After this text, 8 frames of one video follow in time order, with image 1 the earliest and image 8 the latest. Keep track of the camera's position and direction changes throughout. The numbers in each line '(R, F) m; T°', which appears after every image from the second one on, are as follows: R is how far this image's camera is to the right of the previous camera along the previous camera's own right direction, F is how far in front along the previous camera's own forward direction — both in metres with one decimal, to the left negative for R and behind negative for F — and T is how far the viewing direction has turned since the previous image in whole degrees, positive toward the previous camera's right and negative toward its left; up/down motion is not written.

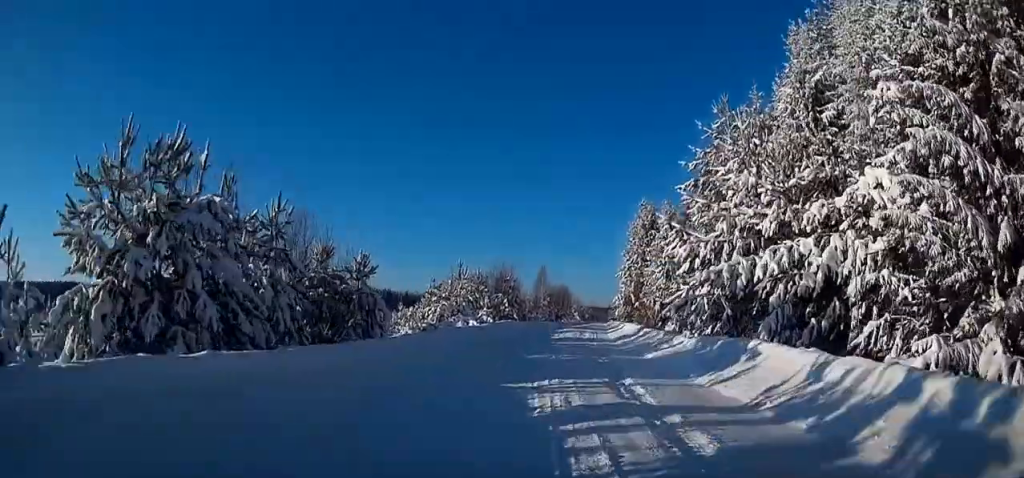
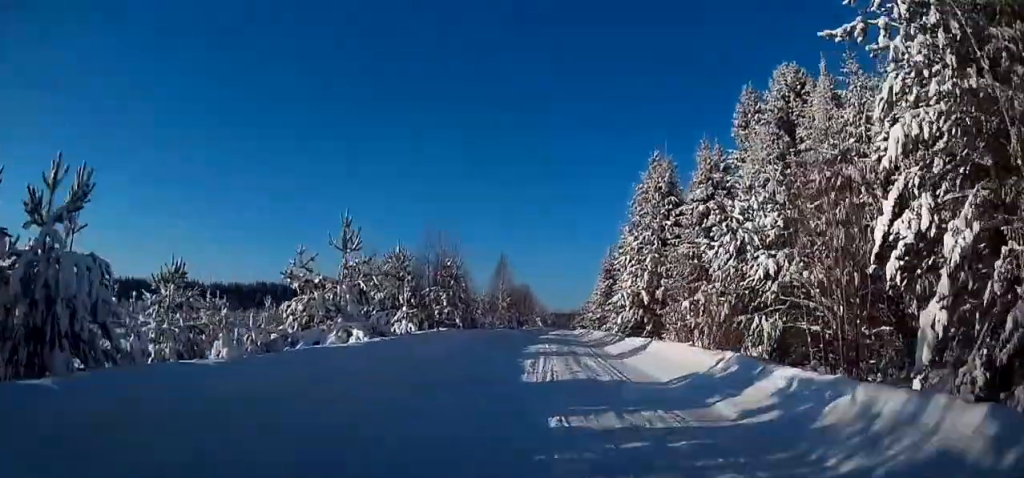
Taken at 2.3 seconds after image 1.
(+0.6, +21.5) m; +7°
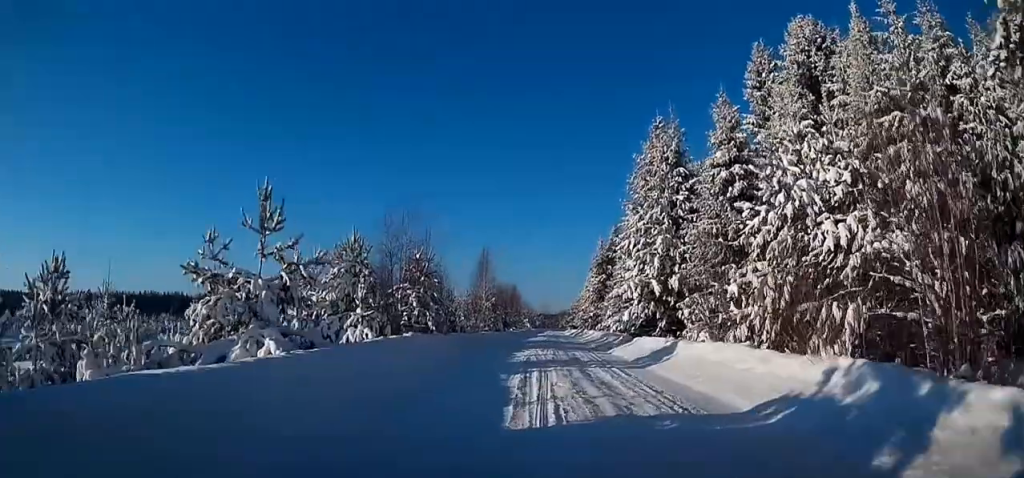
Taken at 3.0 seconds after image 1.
(+0.2, +6.7) m; +6°
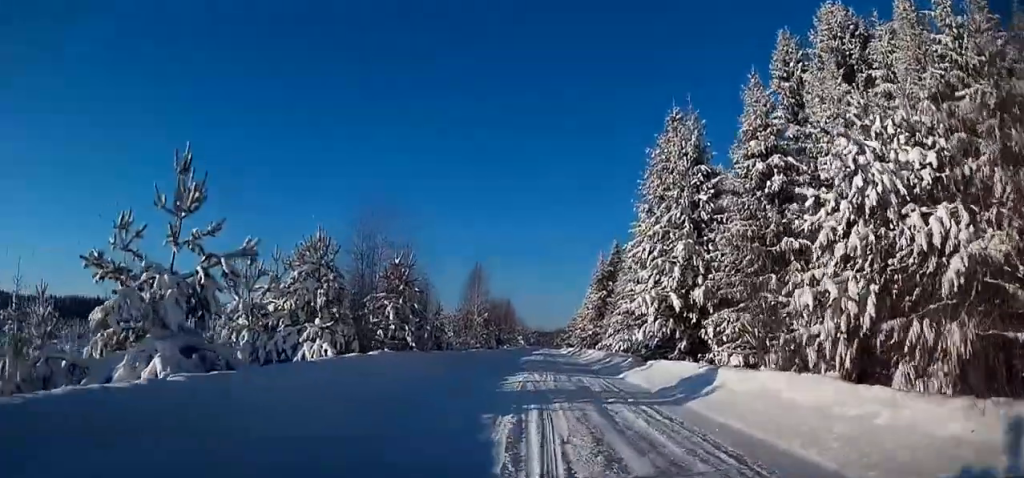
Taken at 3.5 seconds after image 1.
(-0.2, +4.8) m; +6°
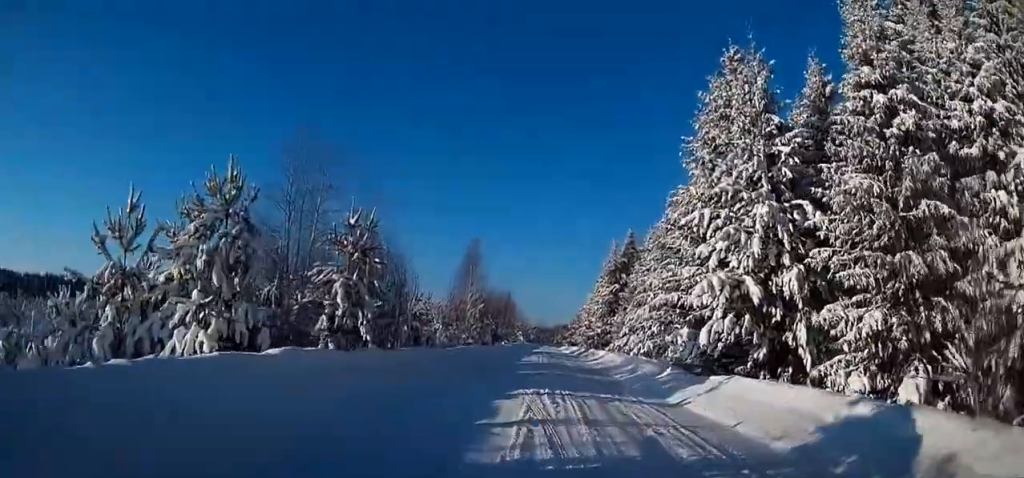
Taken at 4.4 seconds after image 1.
(+1.2, +8.4) m; +10°
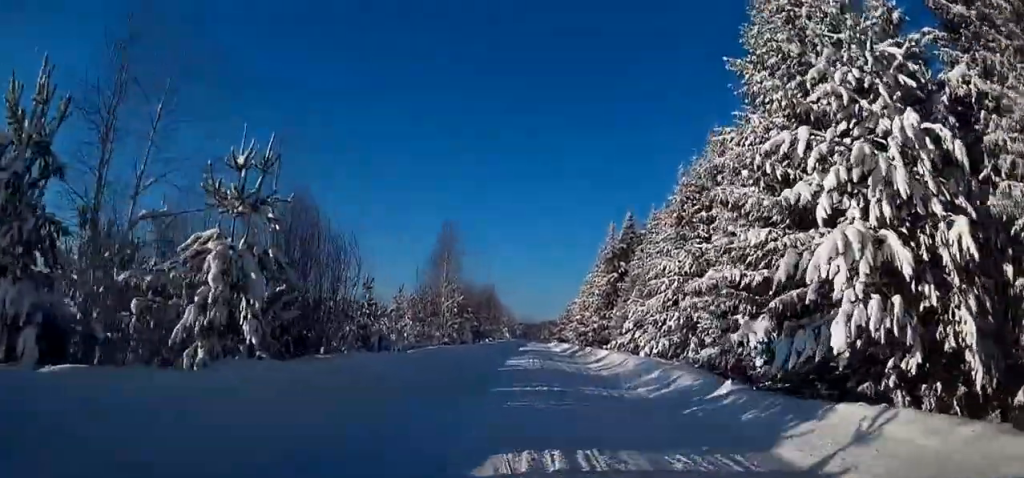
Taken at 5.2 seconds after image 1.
(+0.4, +8.0) m; +2°
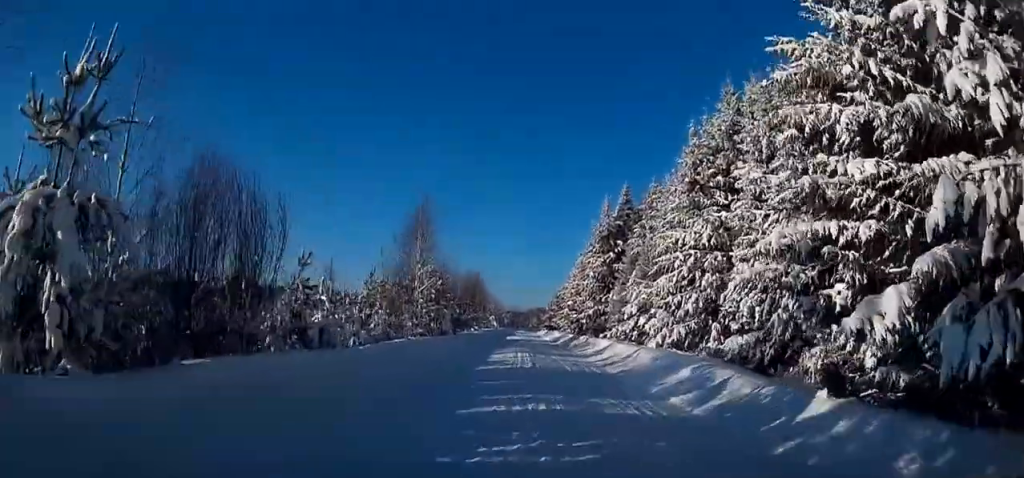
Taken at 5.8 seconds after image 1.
(+0.1, +5.8) m; +1°
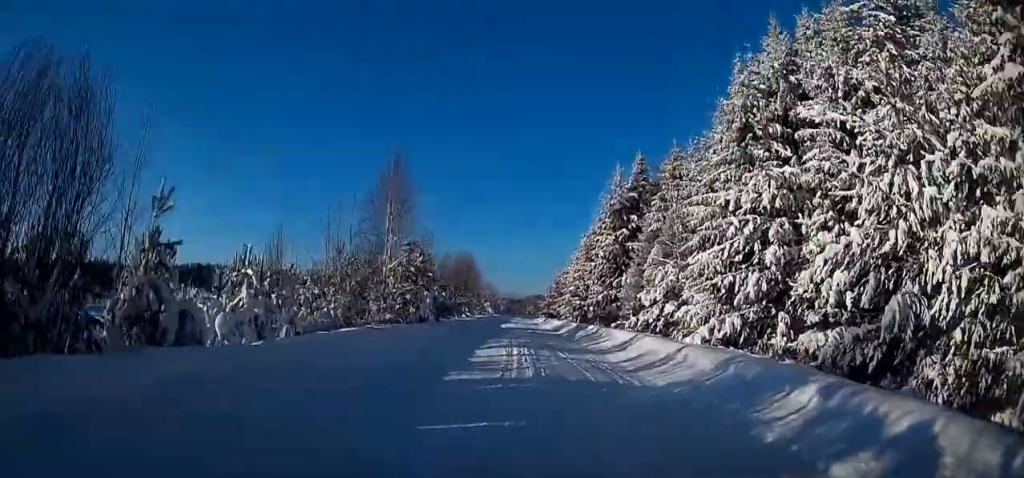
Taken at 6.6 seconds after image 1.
(-0.1, +7.7) m; +1°
